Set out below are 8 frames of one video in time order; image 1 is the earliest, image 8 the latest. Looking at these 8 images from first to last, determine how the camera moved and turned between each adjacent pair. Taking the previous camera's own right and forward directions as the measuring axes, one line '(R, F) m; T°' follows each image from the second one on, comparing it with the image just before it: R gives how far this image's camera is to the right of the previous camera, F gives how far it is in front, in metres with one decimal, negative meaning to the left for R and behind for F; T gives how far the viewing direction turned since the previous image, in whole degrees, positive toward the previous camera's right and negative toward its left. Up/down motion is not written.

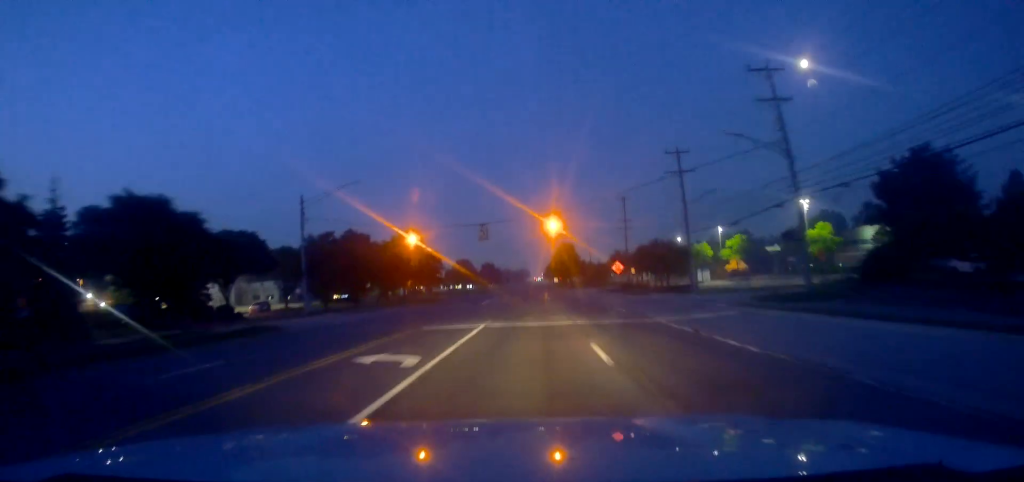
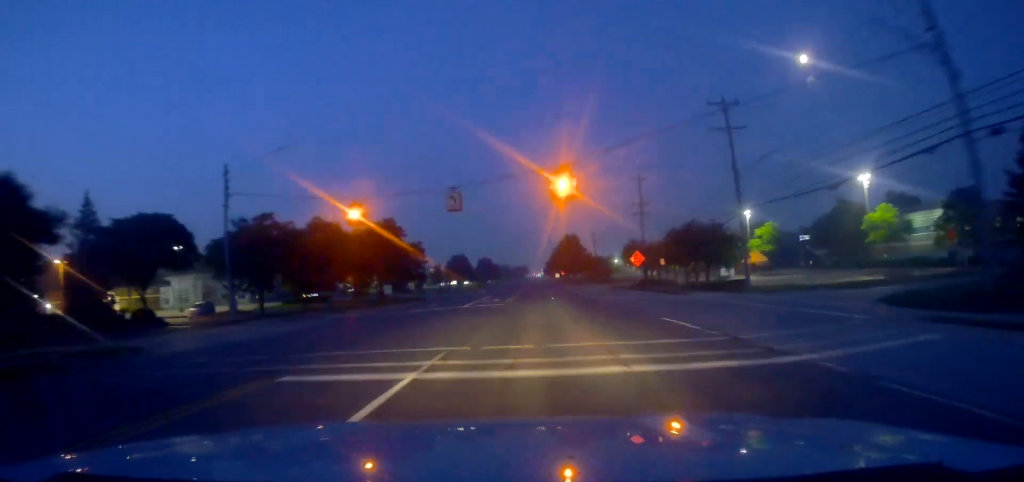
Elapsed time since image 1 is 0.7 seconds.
(-0.6, +14.6) m; 0°
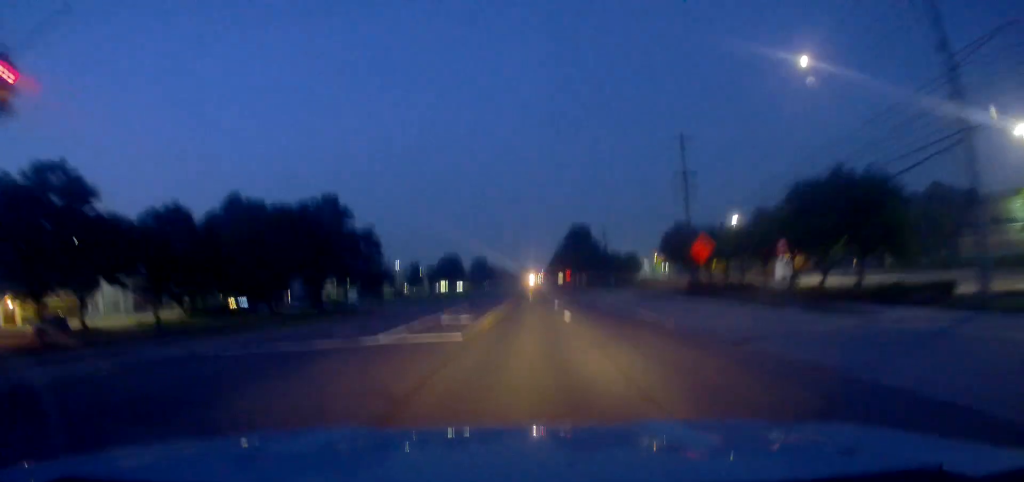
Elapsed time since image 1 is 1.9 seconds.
(+0.7, +24.1) m; +1°
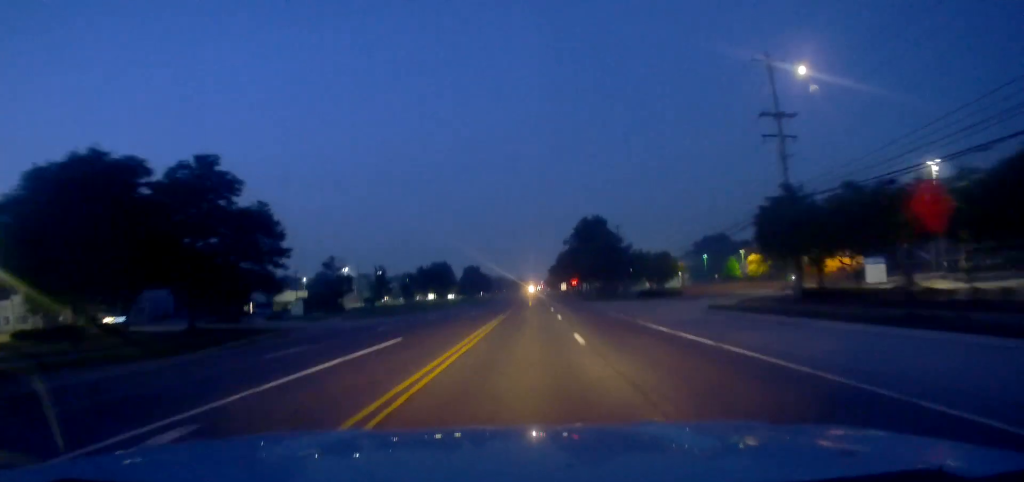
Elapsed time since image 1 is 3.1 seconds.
(-0.3, +23.5) m; 0°
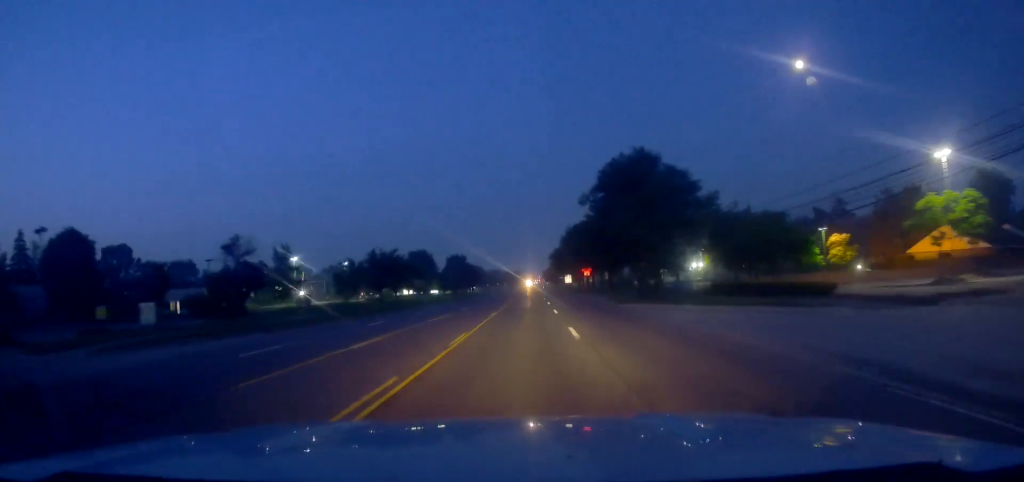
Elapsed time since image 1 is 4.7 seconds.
(-0.6, +32.0) m; -1°
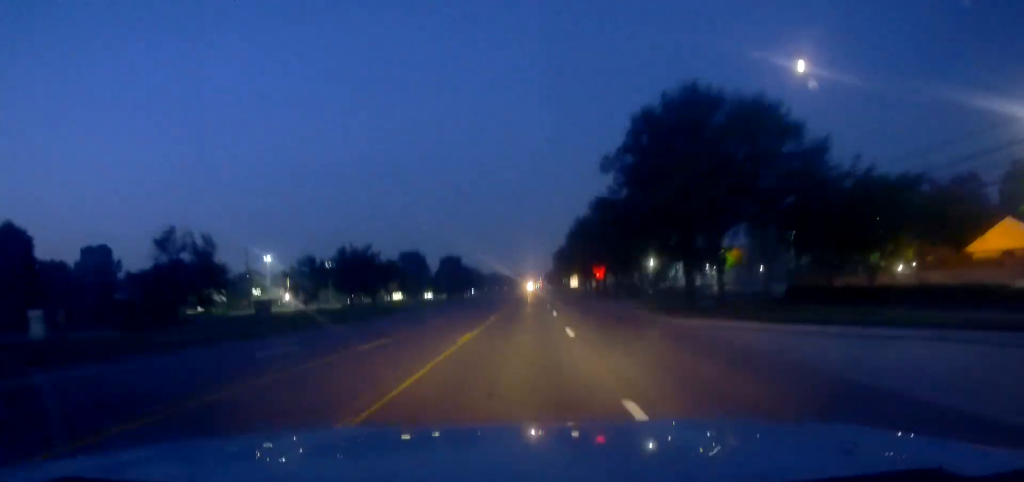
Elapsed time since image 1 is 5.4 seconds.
(+0.3, +13.4) m; +1°
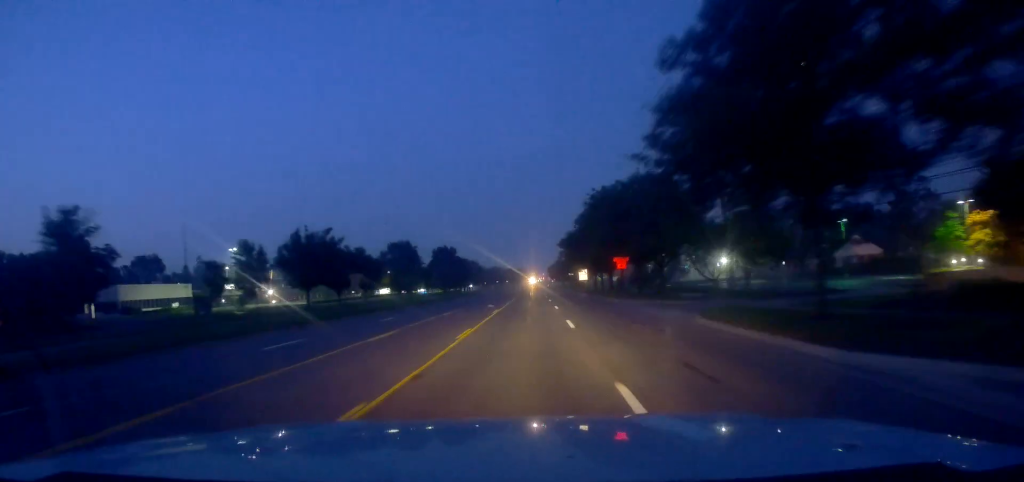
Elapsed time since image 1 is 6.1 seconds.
(+0.2, +14.2) m; 0°
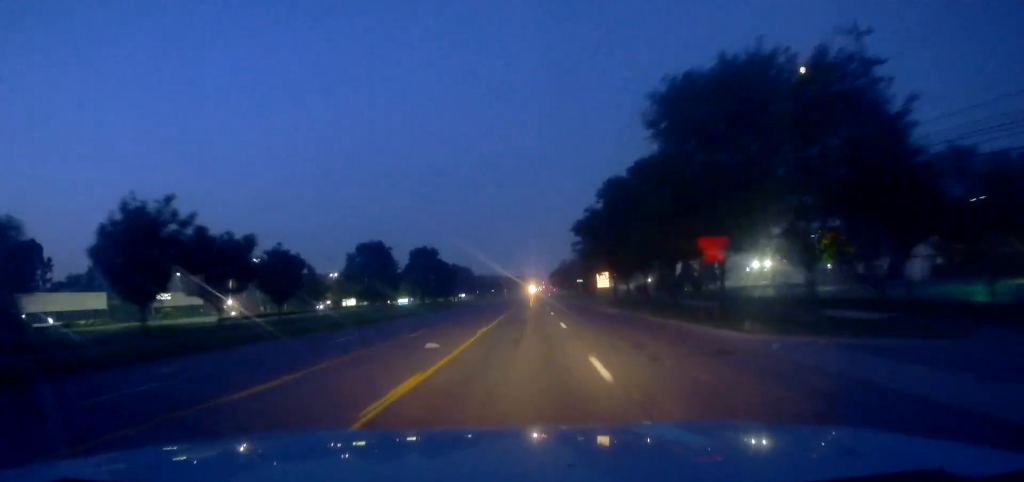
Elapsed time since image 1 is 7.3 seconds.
(-0.7, +25.3) m; -1°
